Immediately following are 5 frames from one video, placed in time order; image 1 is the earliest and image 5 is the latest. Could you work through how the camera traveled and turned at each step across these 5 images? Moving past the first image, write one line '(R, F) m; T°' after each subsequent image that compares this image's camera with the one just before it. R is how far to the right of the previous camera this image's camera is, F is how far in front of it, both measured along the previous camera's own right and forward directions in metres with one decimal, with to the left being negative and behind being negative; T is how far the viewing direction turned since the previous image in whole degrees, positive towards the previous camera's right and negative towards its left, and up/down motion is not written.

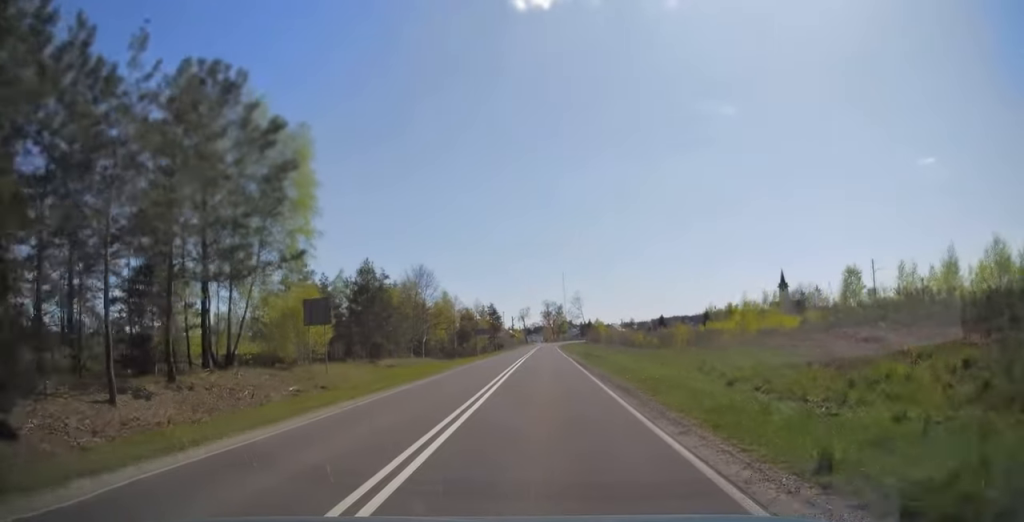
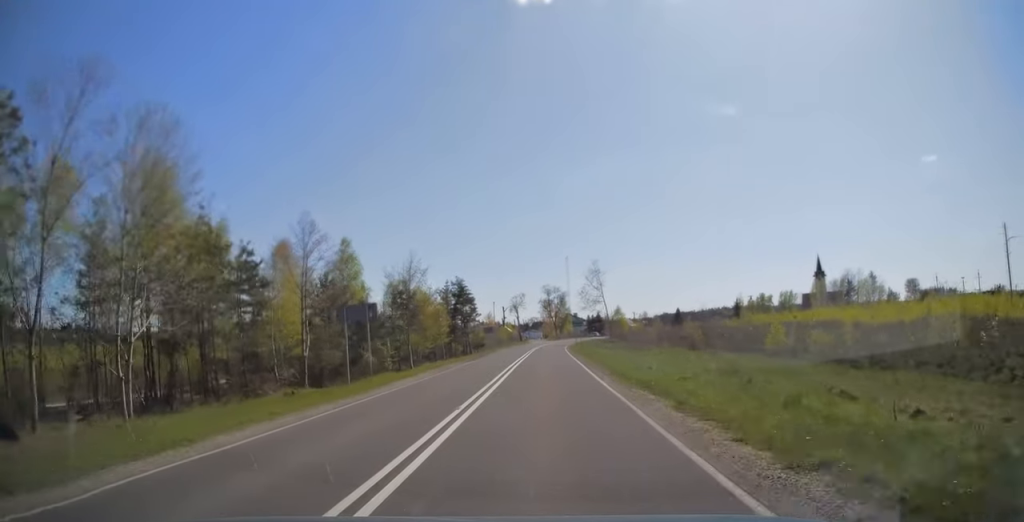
(+0.1, +45.9) m; 0°
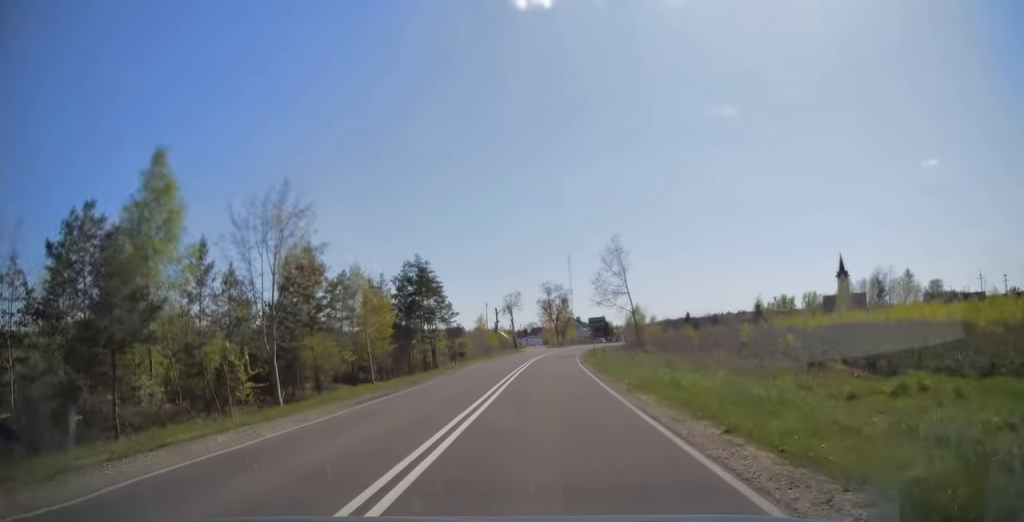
(+0.1, +23.9) m; +1°
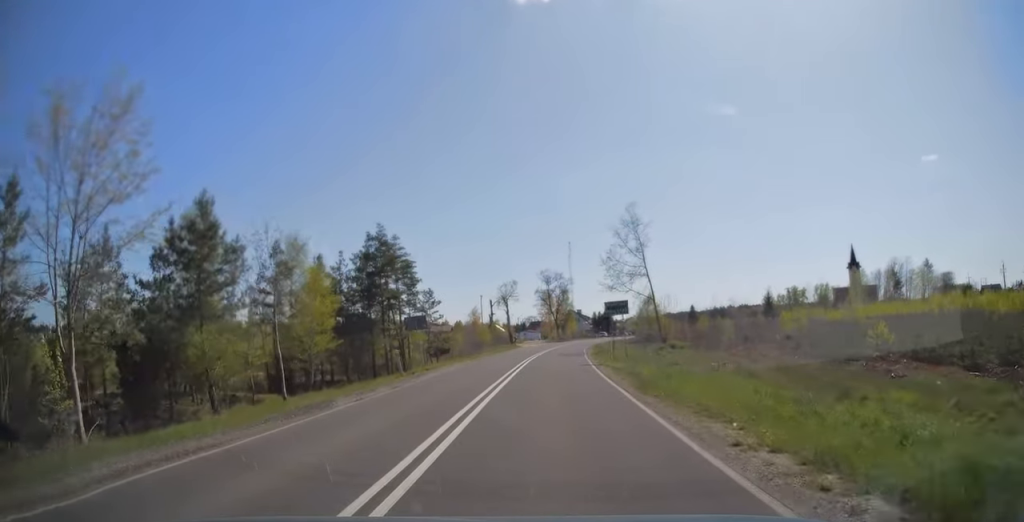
(0.0, +11.4) m; +1°
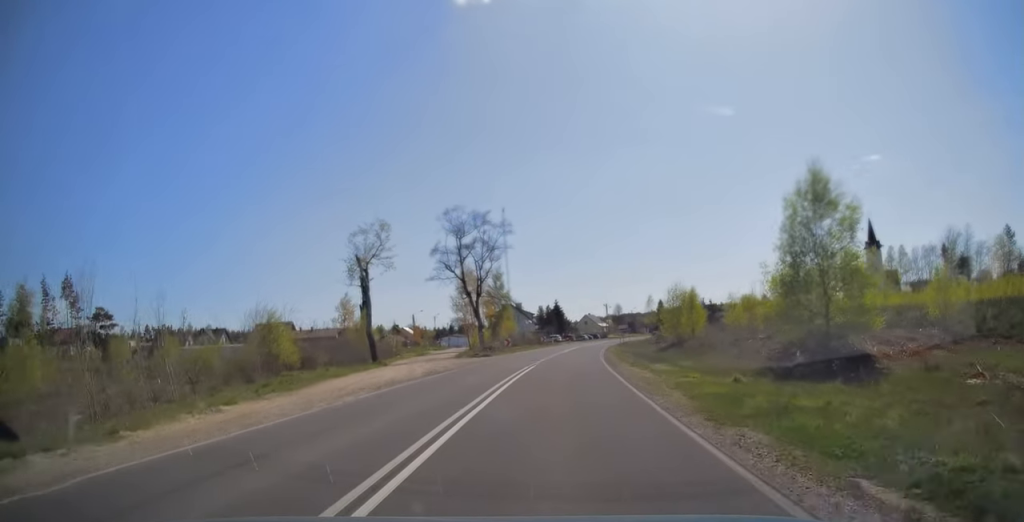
(+2.2, +61.3) m; +6°
